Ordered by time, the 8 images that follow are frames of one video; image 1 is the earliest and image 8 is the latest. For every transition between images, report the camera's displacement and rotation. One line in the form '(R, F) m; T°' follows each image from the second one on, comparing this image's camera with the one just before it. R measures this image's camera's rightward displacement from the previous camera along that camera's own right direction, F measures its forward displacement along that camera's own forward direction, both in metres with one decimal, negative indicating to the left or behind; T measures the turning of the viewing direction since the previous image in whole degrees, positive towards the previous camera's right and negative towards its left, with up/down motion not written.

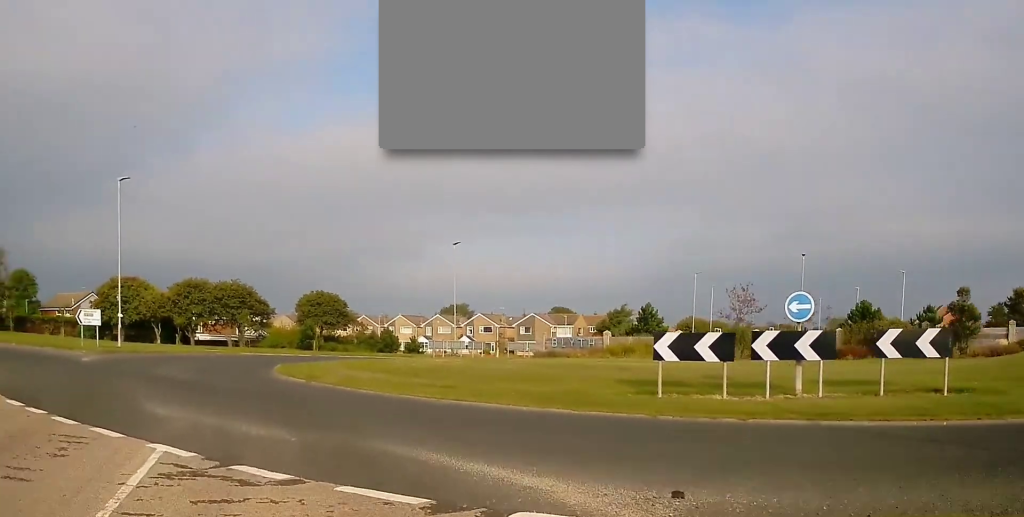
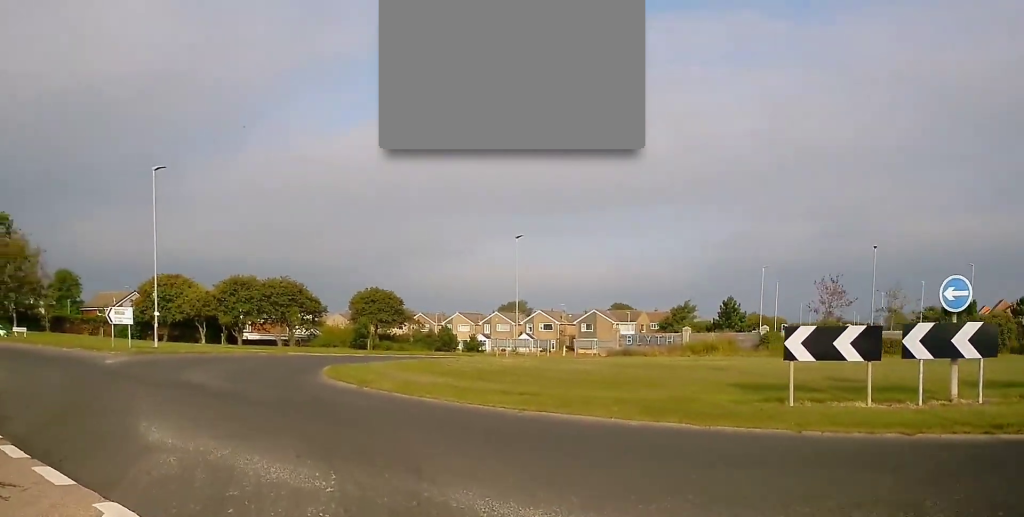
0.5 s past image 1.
(-0.1, +3.1) m; -4°
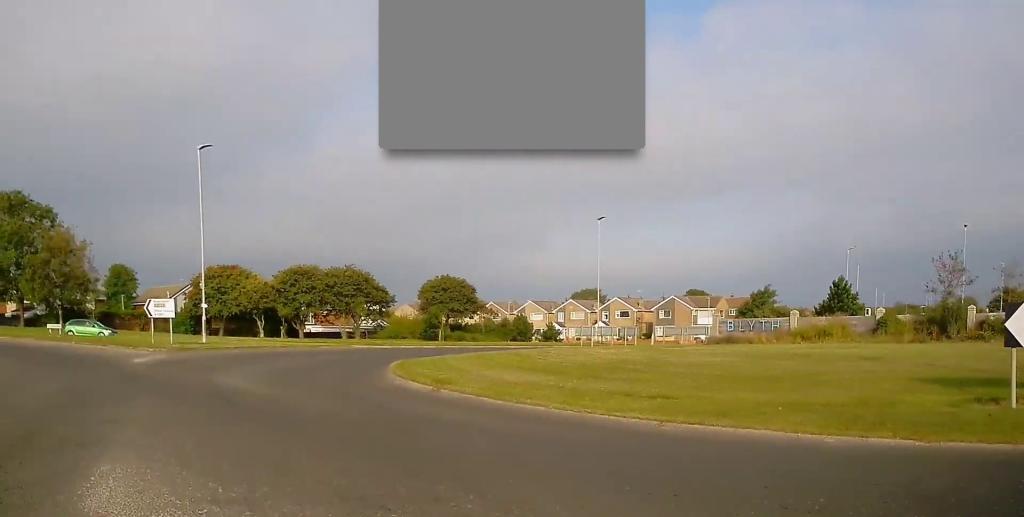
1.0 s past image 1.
(-0.1, +3.5) m; -2°
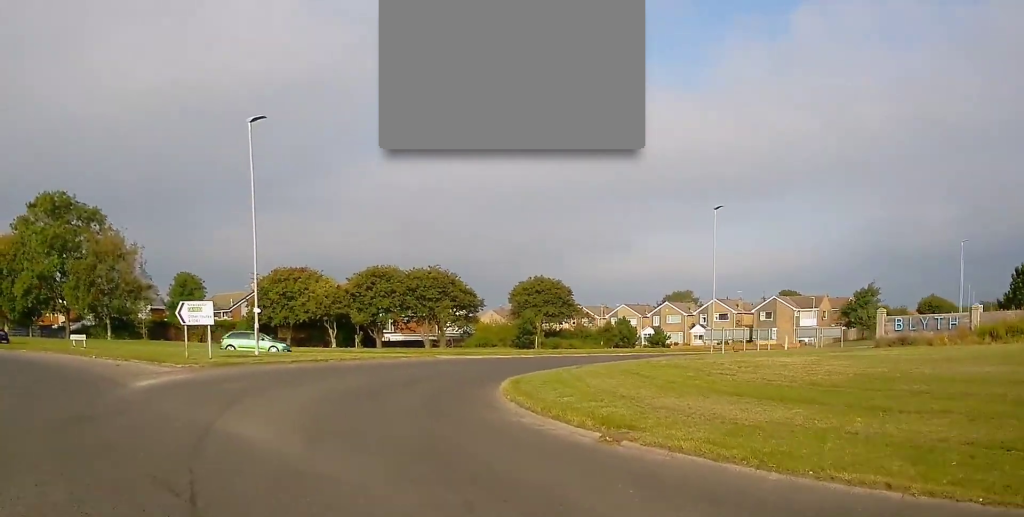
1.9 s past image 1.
(-0.3, +7.0) m; -3°
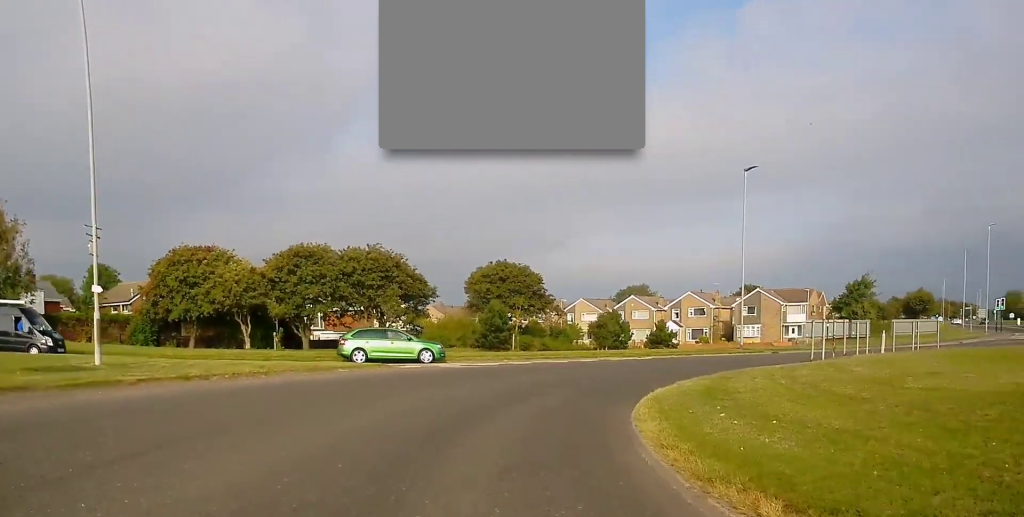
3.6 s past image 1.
(-0.2, +14.2) m; +1°
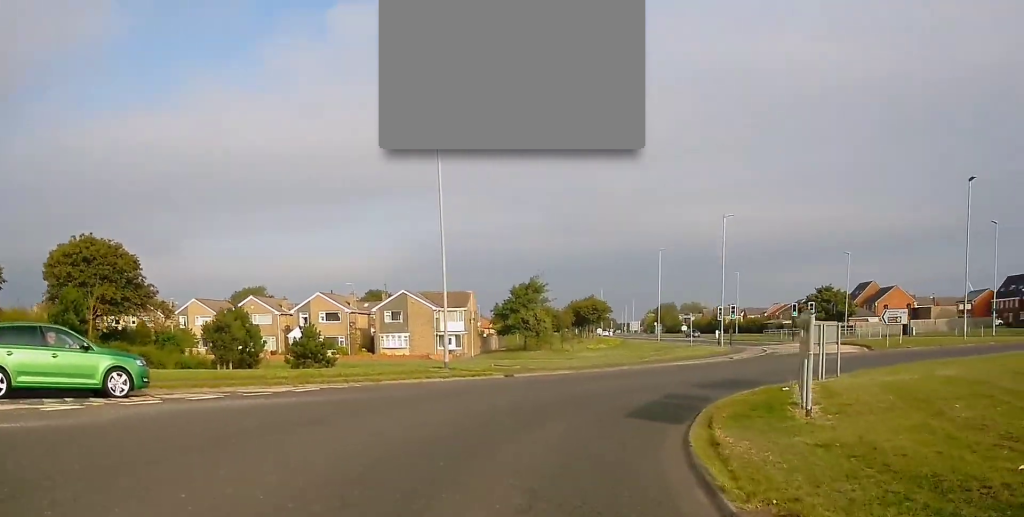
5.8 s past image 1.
(+2.7, +16.5) m; +26°
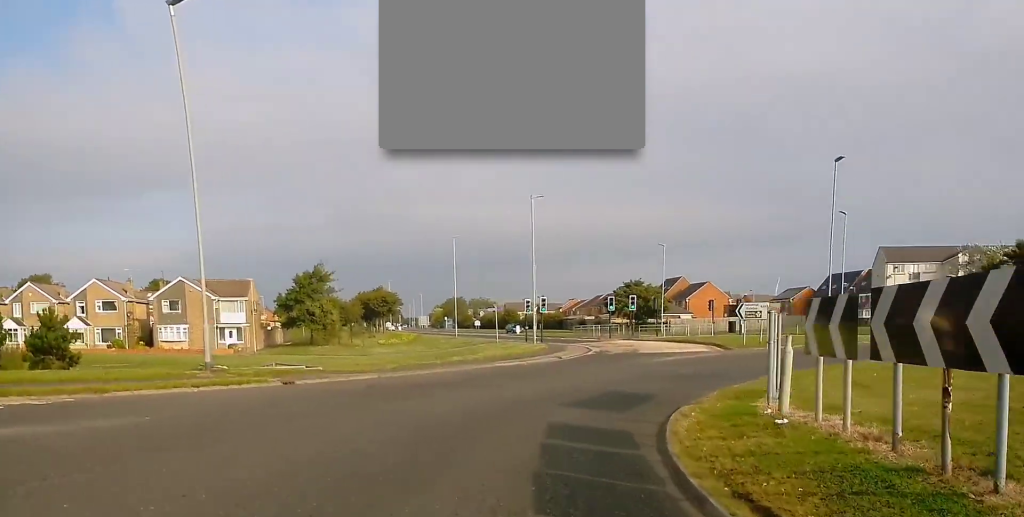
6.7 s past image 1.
(+1.0, +7.3) m; +16°
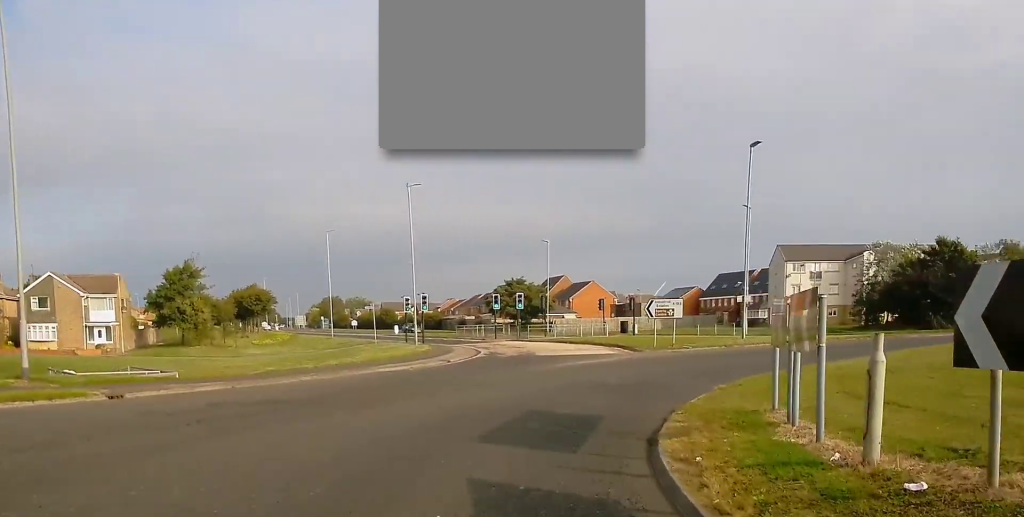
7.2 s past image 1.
(+0.4, +4.5) m; +9°
